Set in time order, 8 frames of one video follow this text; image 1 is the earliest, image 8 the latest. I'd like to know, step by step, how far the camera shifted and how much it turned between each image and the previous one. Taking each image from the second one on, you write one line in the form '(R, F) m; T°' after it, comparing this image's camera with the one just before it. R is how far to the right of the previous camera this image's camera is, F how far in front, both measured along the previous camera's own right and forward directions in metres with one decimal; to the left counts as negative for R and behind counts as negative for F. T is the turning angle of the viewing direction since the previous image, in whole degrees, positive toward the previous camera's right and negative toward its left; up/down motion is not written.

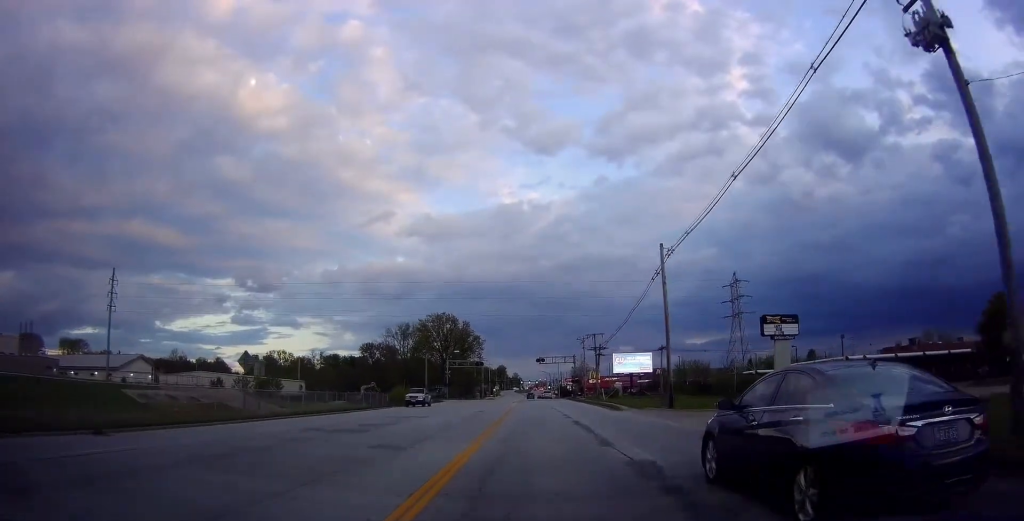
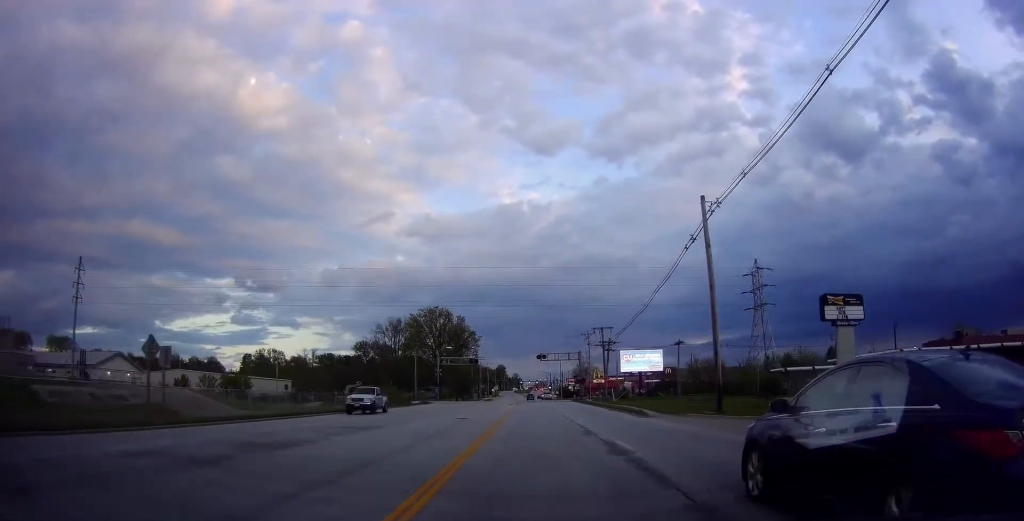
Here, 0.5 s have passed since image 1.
(0.0, +9.6) m; 0°
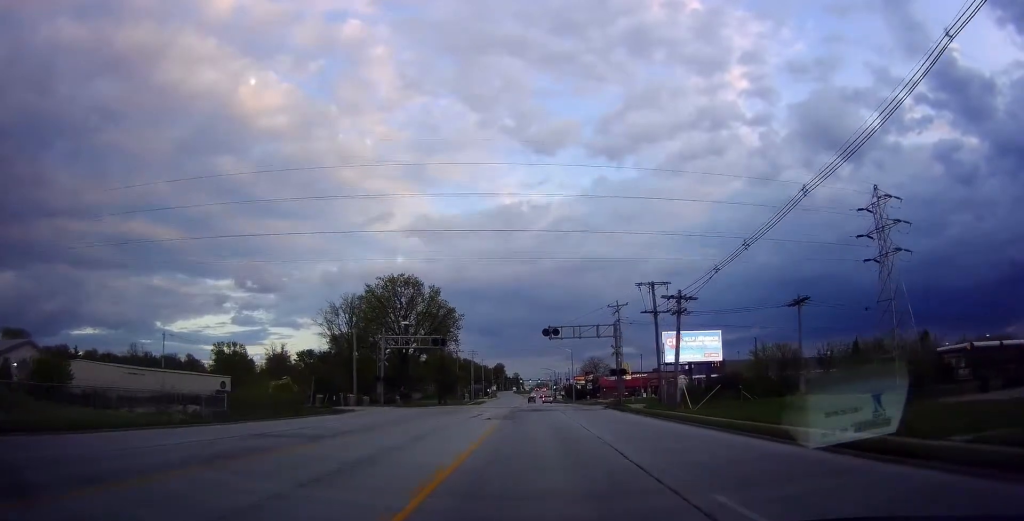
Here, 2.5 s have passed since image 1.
(-1.3, +34.4) m; -3°
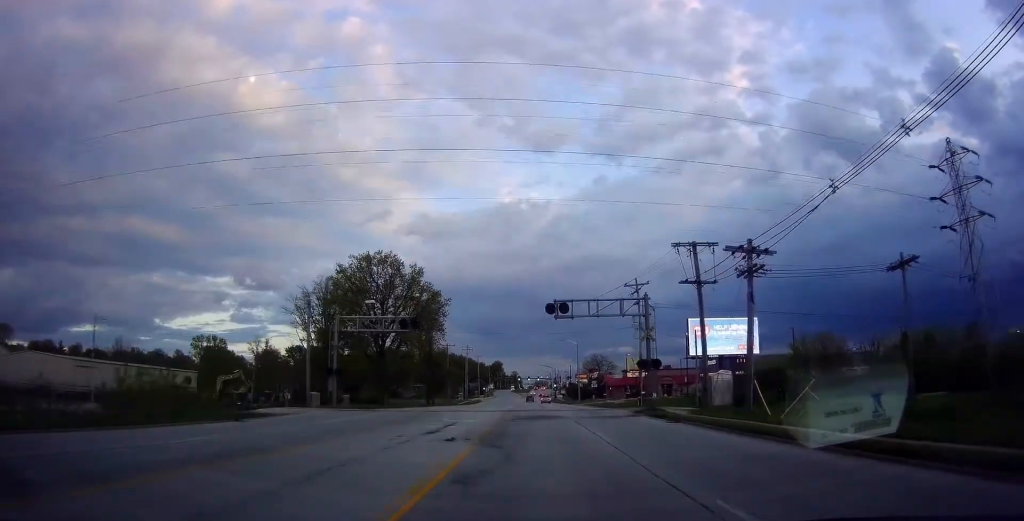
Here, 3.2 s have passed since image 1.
(+0.2, +12.8) m; +1°
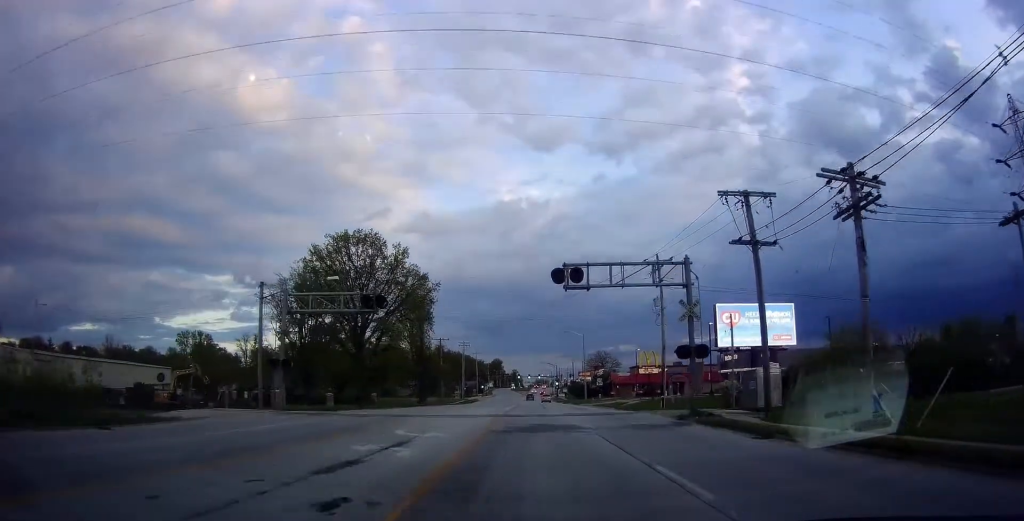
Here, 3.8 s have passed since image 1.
(+0.2, +9.9) m; +1°
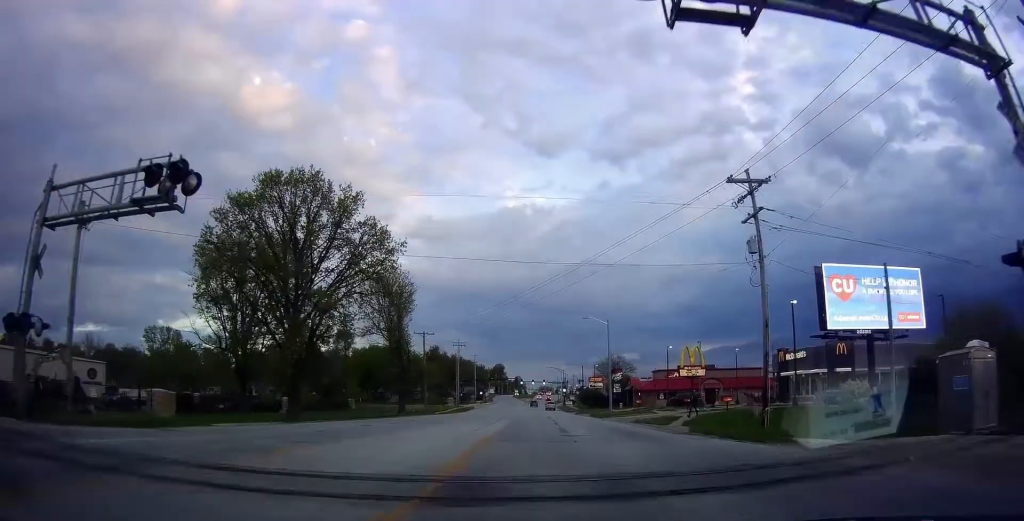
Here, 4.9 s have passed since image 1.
(0.0, +19.4) m; 0°
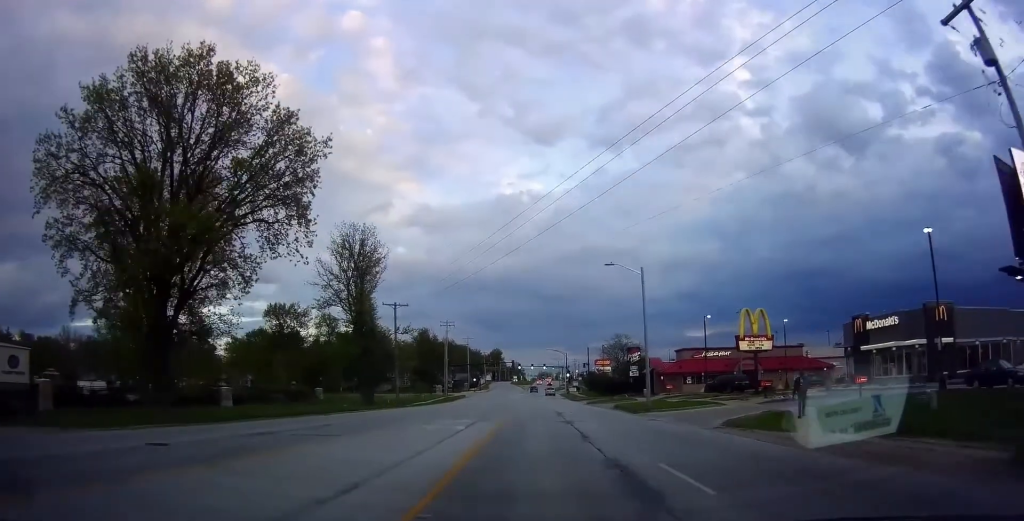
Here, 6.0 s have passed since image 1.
(0.0, +18.1) m; 0°
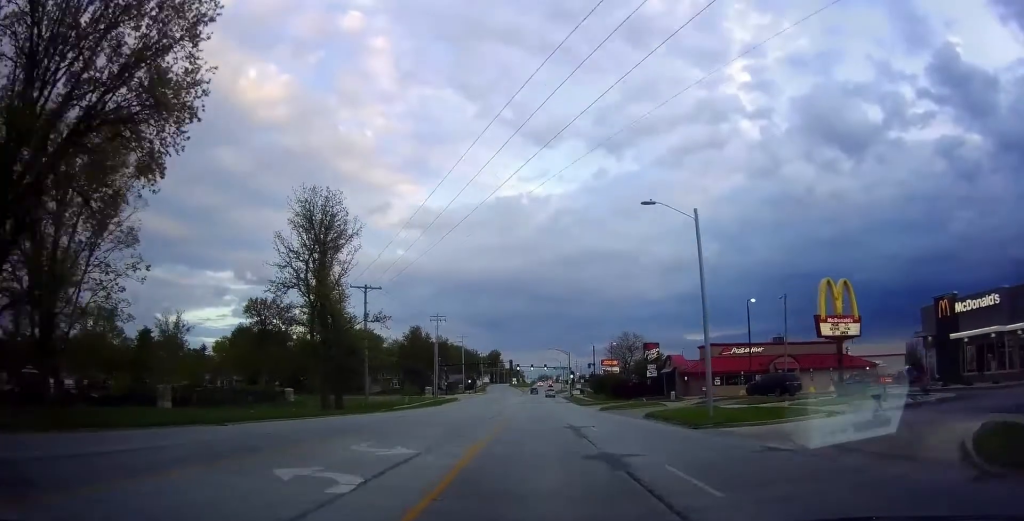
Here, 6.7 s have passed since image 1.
(0.0, +11.9) m; 0°
